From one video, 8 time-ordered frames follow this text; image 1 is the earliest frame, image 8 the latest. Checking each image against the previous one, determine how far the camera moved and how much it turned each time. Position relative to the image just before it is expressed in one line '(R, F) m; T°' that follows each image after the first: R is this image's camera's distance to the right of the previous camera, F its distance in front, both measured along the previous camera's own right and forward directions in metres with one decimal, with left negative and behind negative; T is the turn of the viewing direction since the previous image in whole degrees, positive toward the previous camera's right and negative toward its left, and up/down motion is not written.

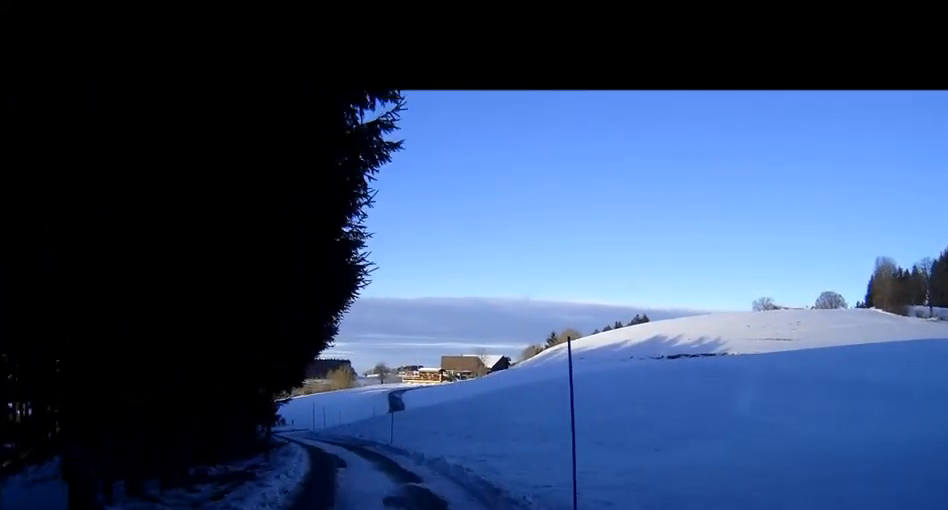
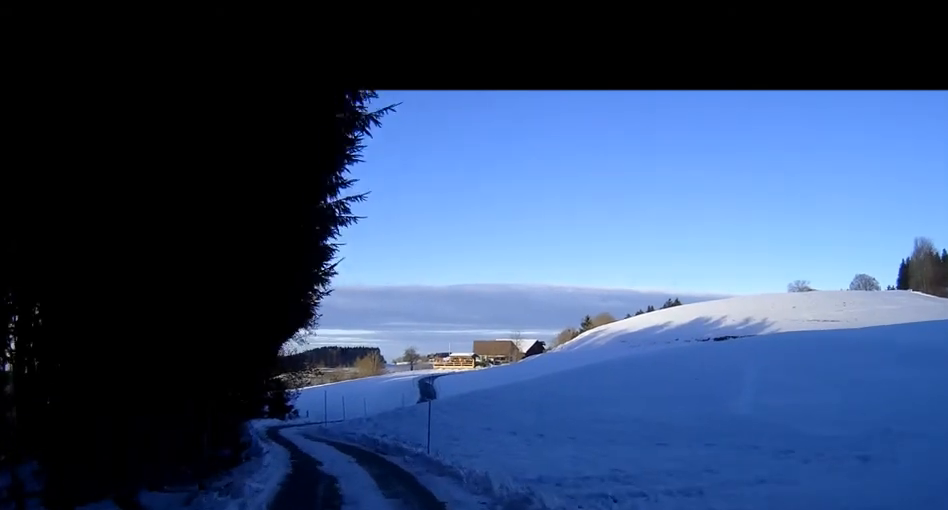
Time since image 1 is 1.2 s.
(-0.6, +8.2) m; -6°
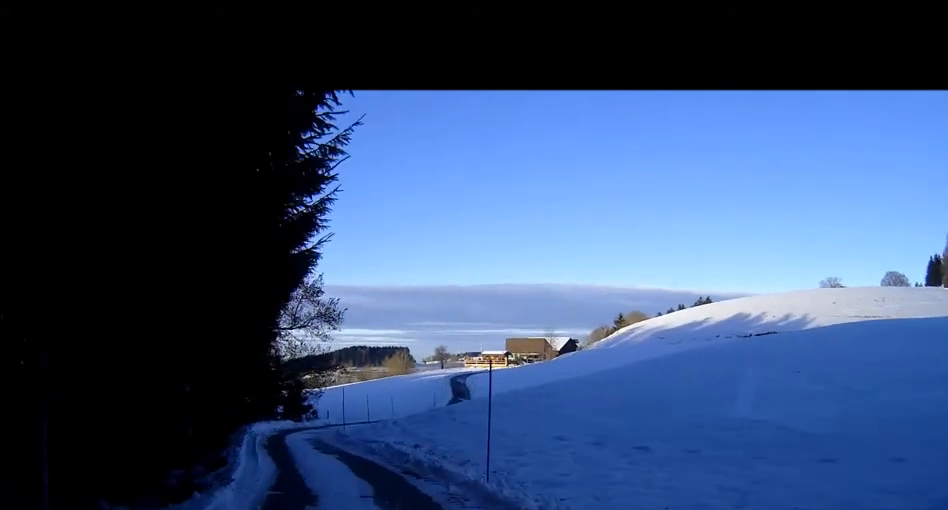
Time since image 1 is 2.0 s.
(-0.1, +5.3) m; -2°
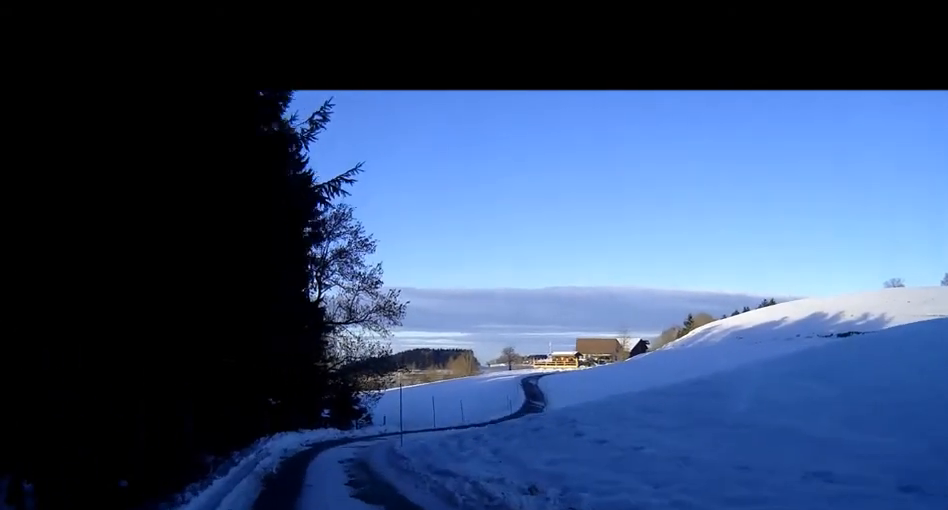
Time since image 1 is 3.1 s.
(-0.2, +7.4) m; -5°
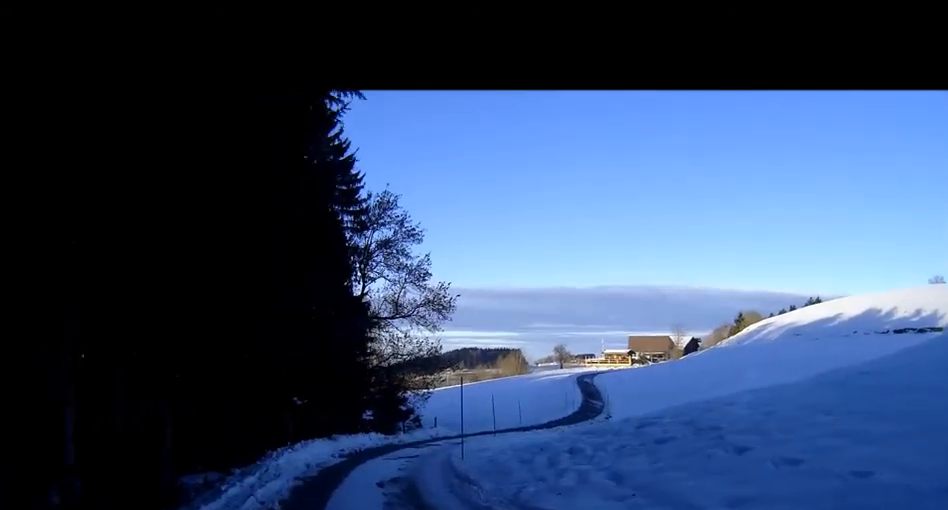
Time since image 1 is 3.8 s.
(-0.1, +4.3) m; -4°
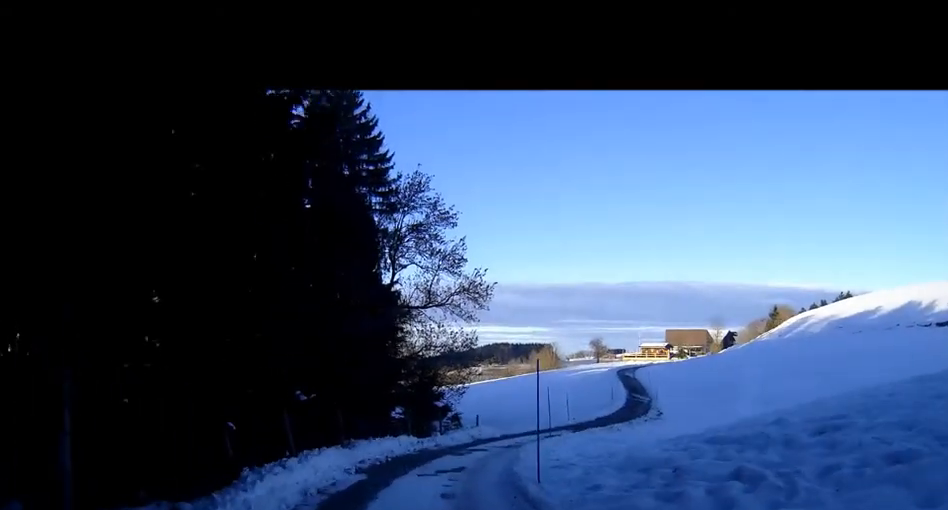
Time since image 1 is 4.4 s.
(-0.2, +4.6) m; -4°
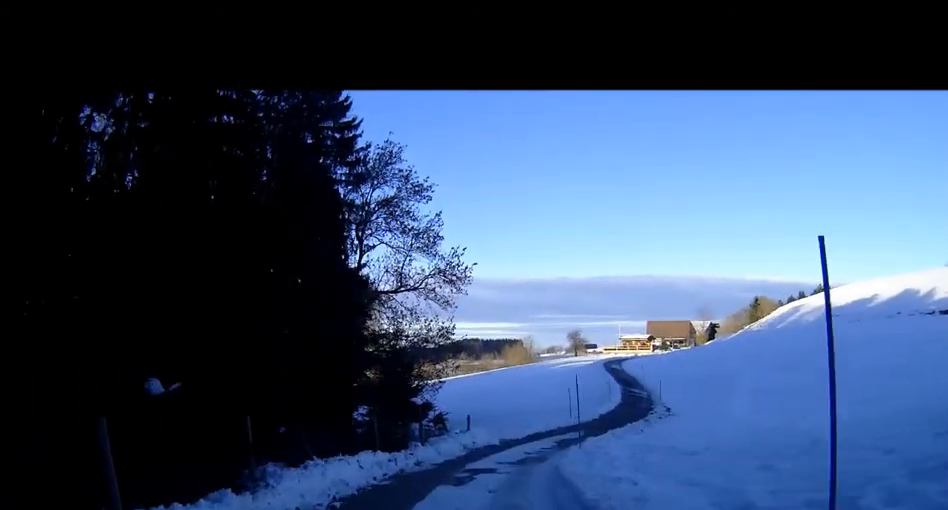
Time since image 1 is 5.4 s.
(-0.2, +7.1) m; +1°
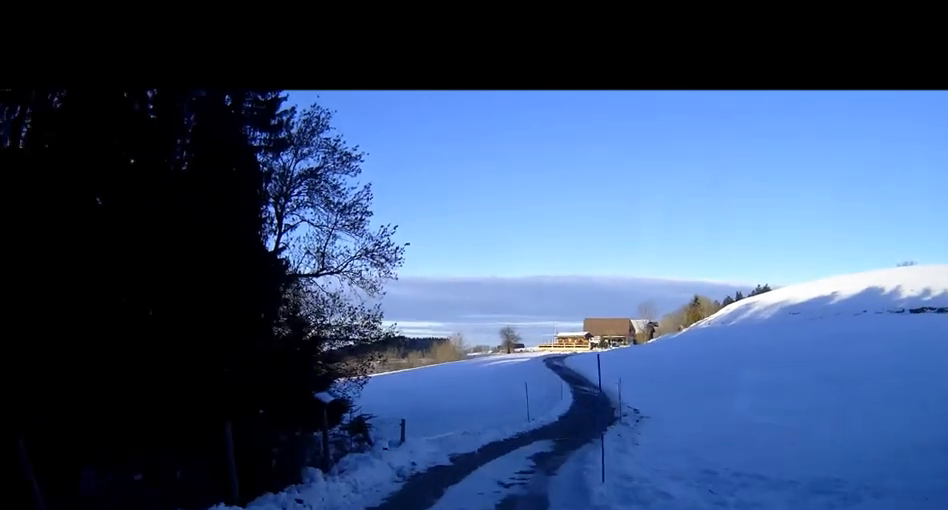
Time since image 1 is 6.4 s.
(+0.4, +7.2) m; +7°
